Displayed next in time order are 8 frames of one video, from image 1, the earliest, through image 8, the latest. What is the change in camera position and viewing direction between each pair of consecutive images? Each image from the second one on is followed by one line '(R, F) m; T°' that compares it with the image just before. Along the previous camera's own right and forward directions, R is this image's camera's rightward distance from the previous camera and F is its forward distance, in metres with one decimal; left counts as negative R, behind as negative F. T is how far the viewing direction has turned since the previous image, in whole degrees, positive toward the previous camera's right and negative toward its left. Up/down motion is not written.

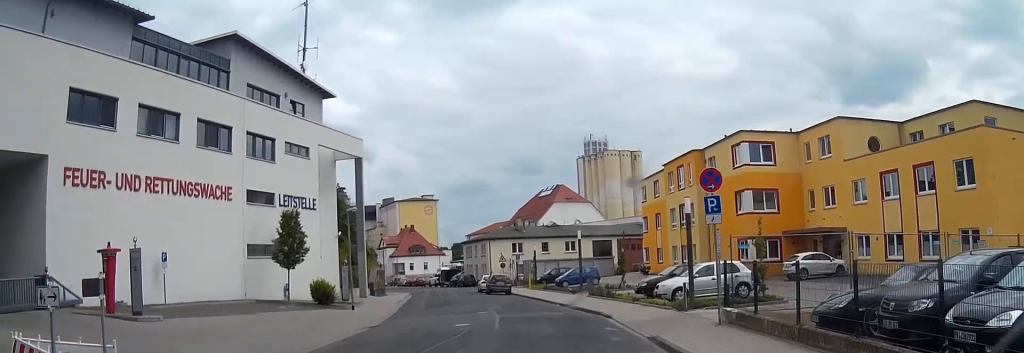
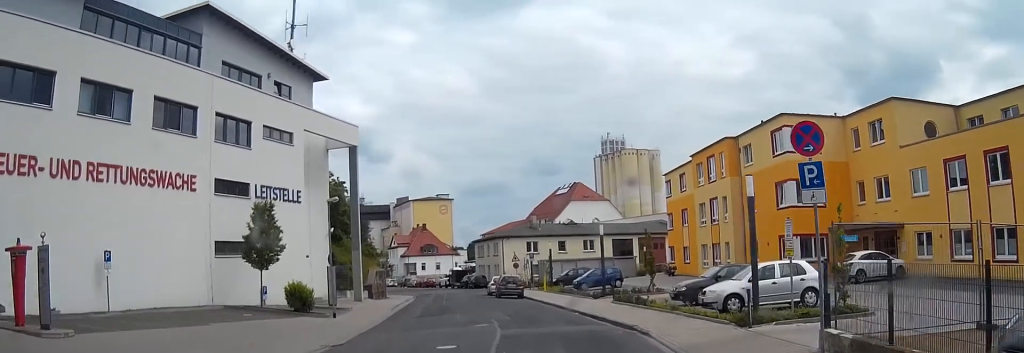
(-0.1, +6.3) m; -1°
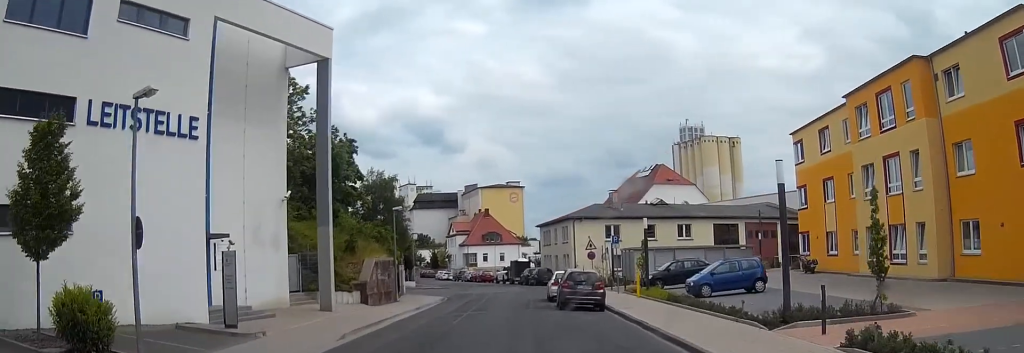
(-1.0, +21.0) m; -6°
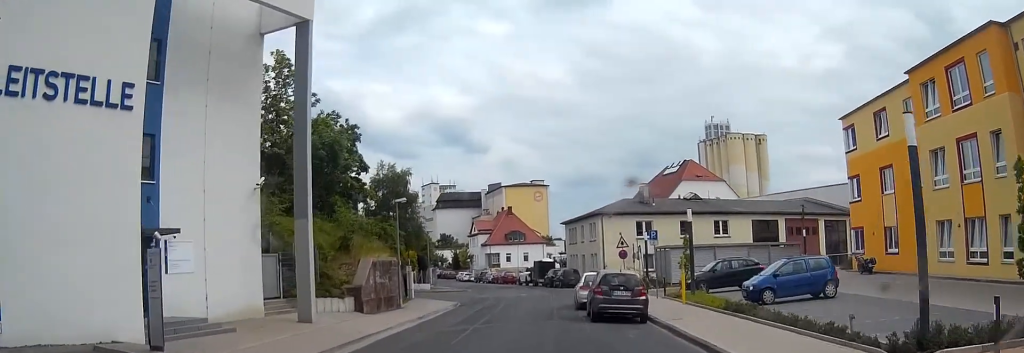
(-0.1, +5.7) m; -2°
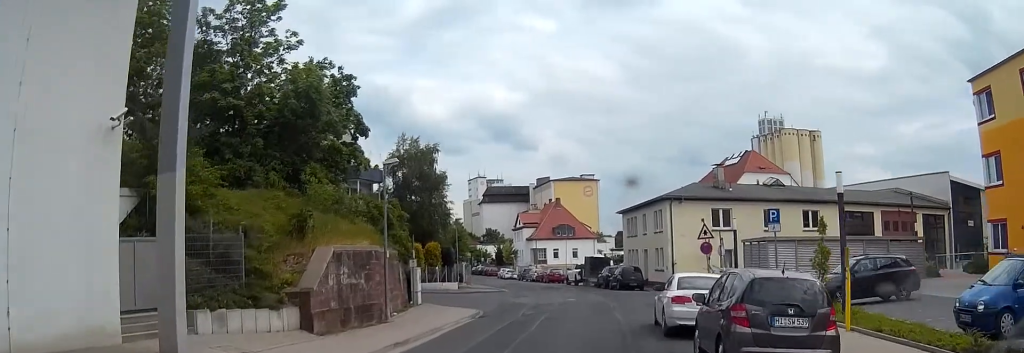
(-0.4, +12.3) m; -2°
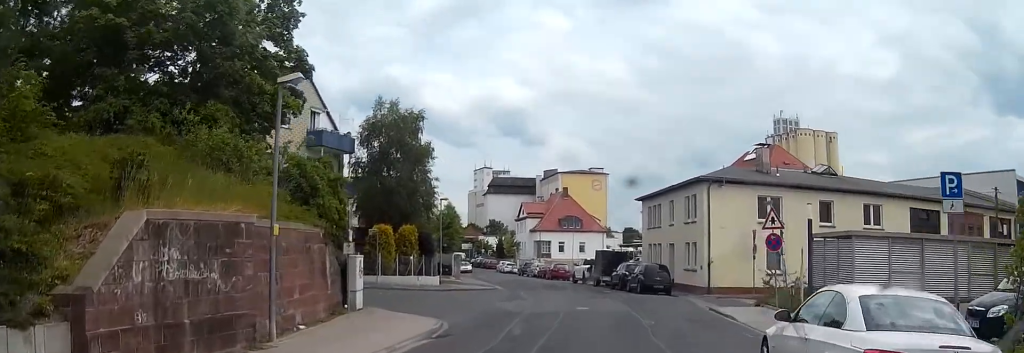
(-0.1, +10.1) m; +1°
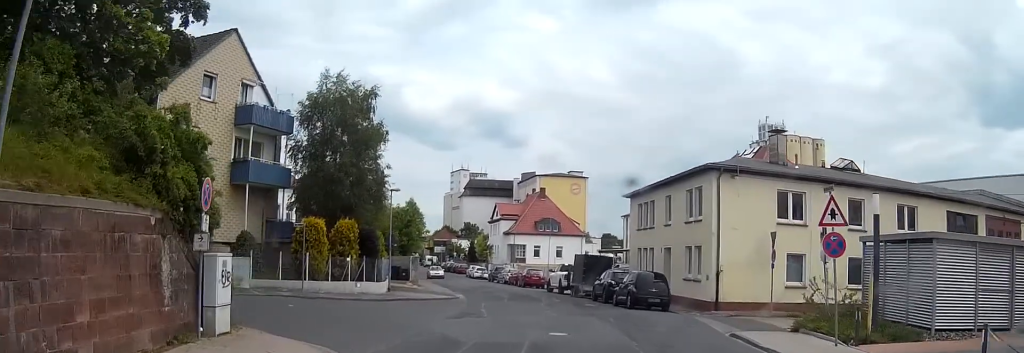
(+0.1, +7.4) m; +2°
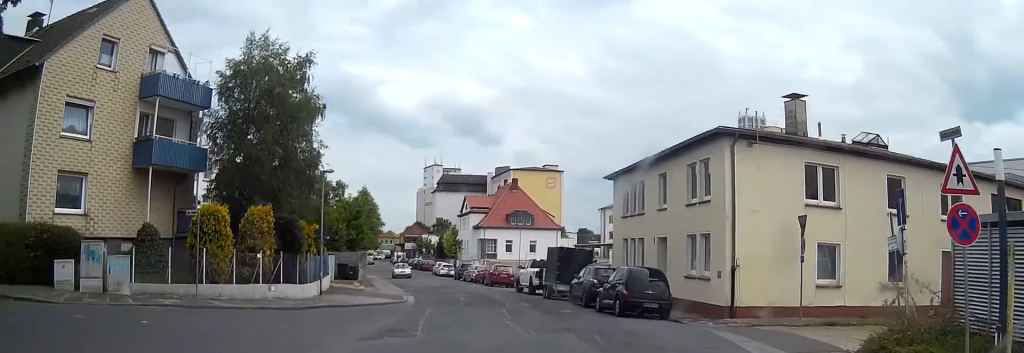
(+0.2, +7.0) m; +1°
